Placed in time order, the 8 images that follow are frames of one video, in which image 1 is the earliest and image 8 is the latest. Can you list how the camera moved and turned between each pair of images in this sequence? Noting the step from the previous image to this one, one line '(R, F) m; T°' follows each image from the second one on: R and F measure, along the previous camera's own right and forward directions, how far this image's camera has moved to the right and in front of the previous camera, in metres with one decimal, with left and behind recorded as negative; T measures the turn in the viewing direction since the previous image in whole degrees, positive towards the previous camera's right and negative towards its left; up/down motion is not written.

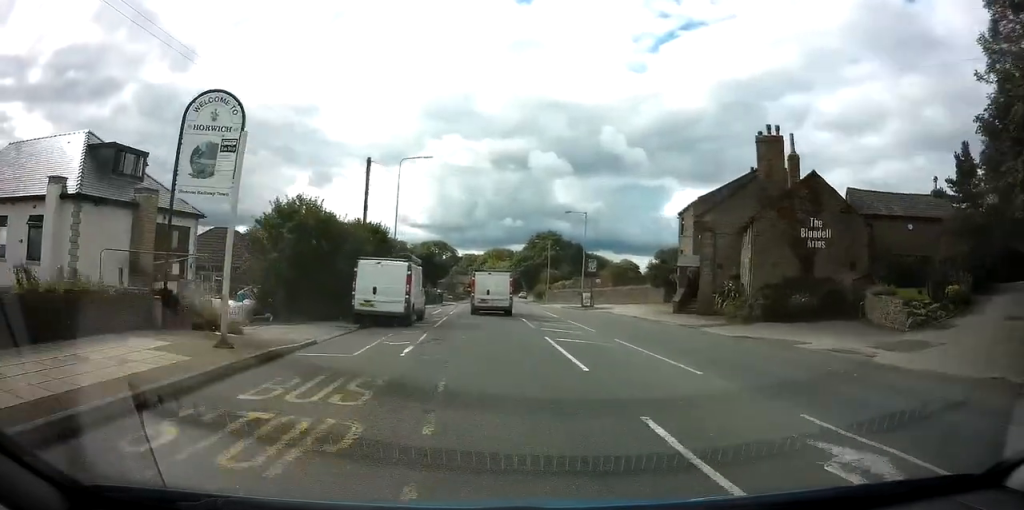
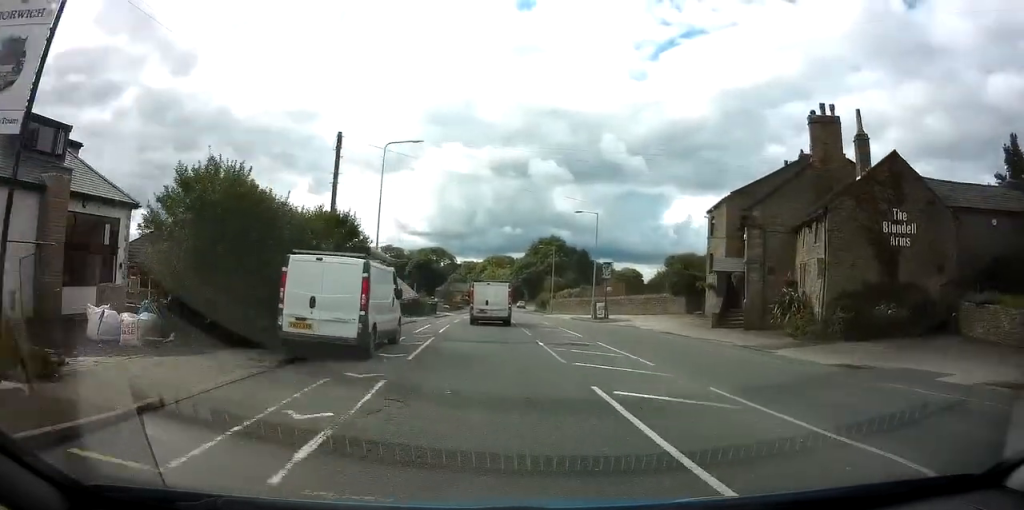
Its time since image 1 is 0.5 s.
(+0.1, +6.5) m; +1°
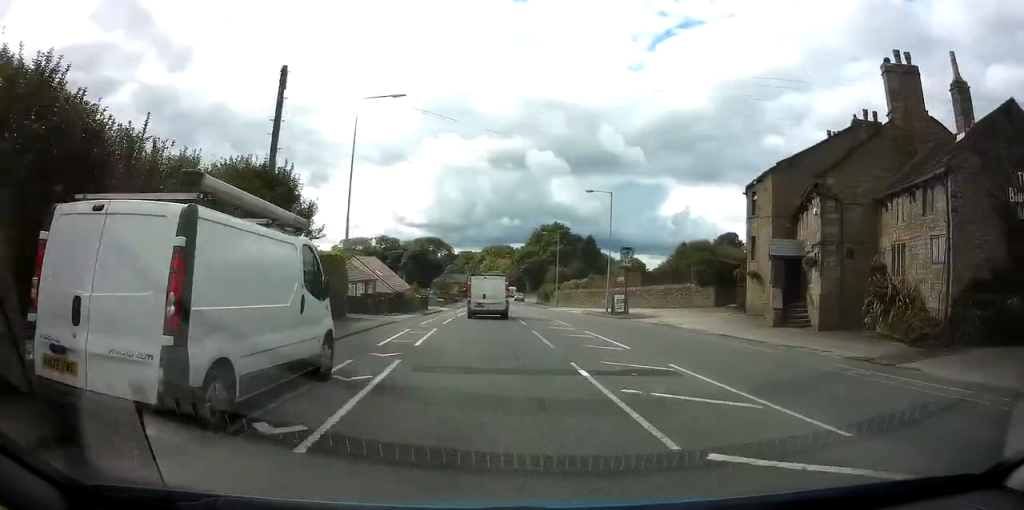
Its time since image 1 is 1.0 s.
(0.0, +6.5) m; 0°
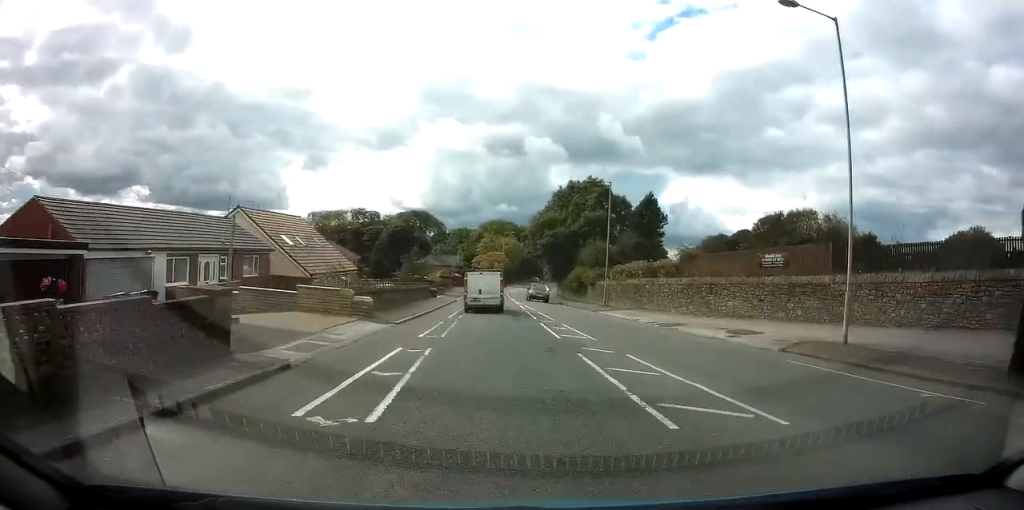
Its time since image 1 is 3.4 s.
(-0.1, +32.6) m; 0°
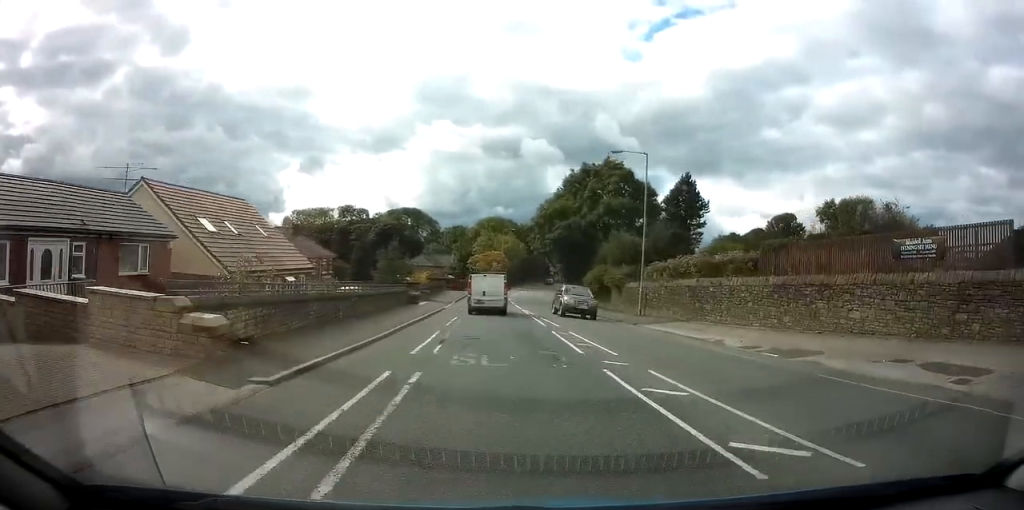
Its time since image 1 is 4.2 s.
(+0.1, +10.9) m; 0°
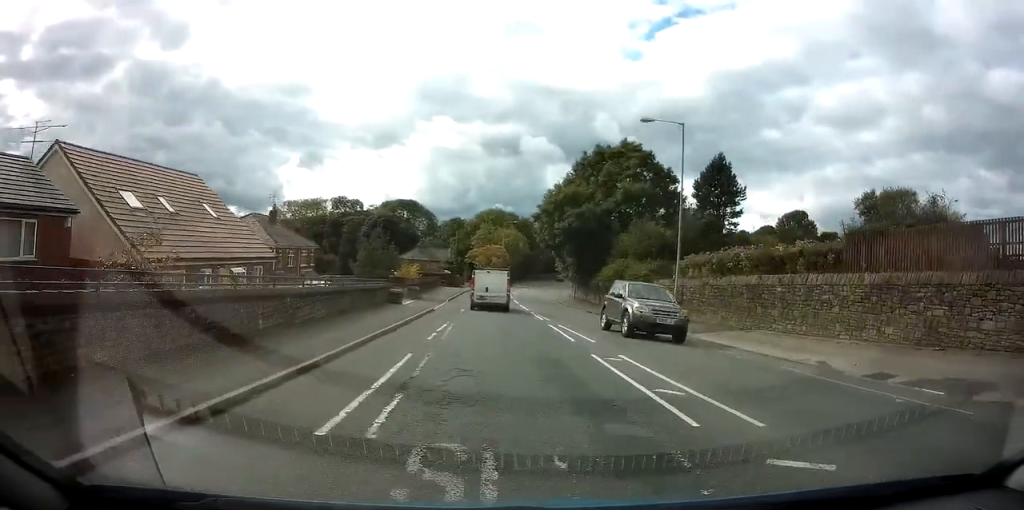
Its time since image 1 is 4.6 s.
(0.0, +6.7) m; 0°
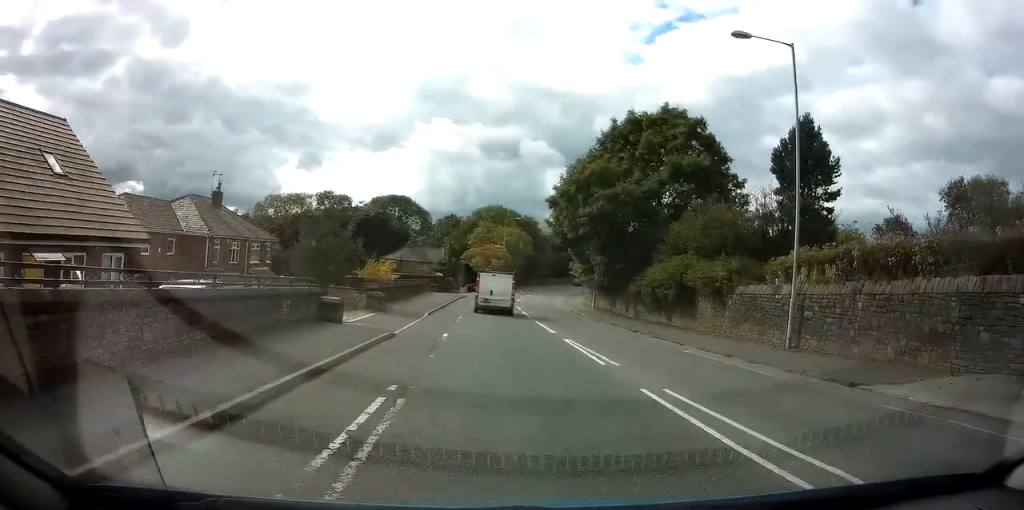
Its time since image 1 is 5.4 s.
(0.0, +11.3) m; -1°
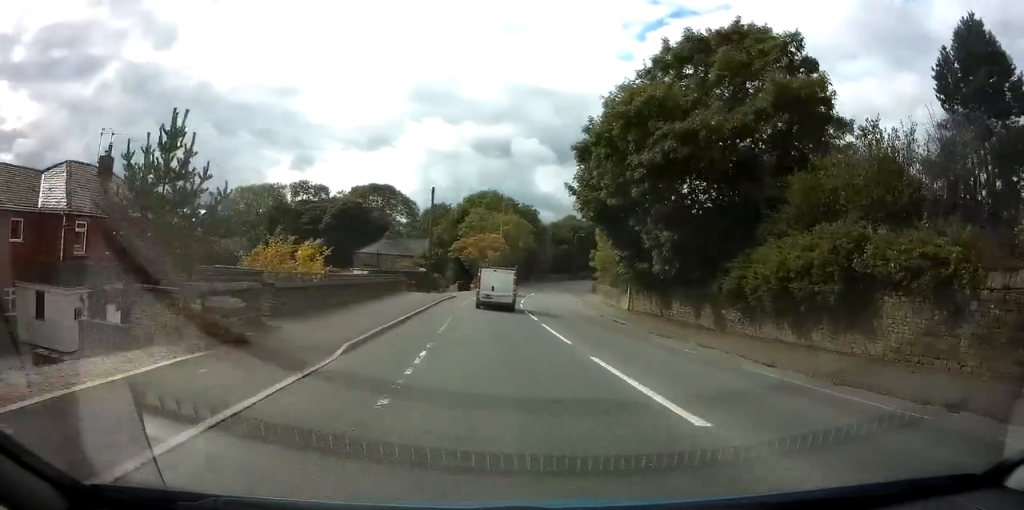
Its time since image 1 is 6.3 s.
(-0.4, +12.9) m; 0°
